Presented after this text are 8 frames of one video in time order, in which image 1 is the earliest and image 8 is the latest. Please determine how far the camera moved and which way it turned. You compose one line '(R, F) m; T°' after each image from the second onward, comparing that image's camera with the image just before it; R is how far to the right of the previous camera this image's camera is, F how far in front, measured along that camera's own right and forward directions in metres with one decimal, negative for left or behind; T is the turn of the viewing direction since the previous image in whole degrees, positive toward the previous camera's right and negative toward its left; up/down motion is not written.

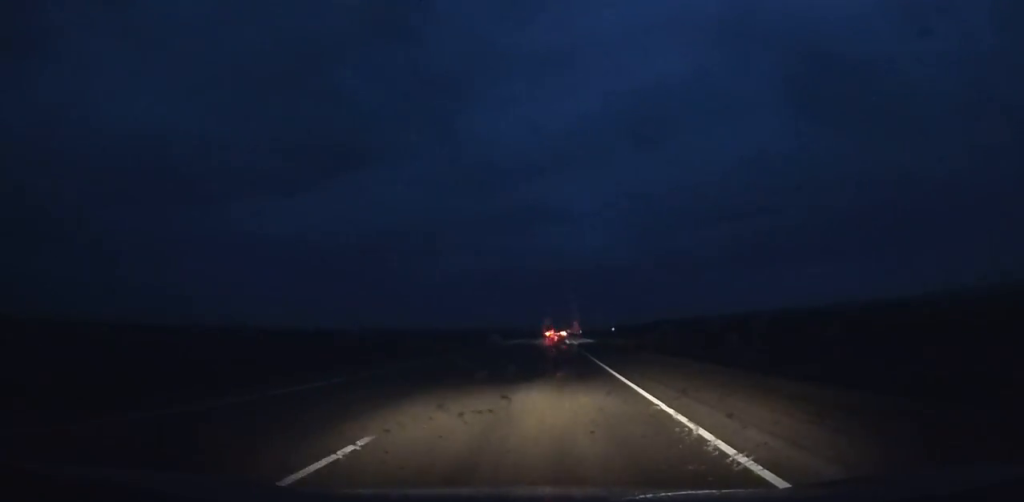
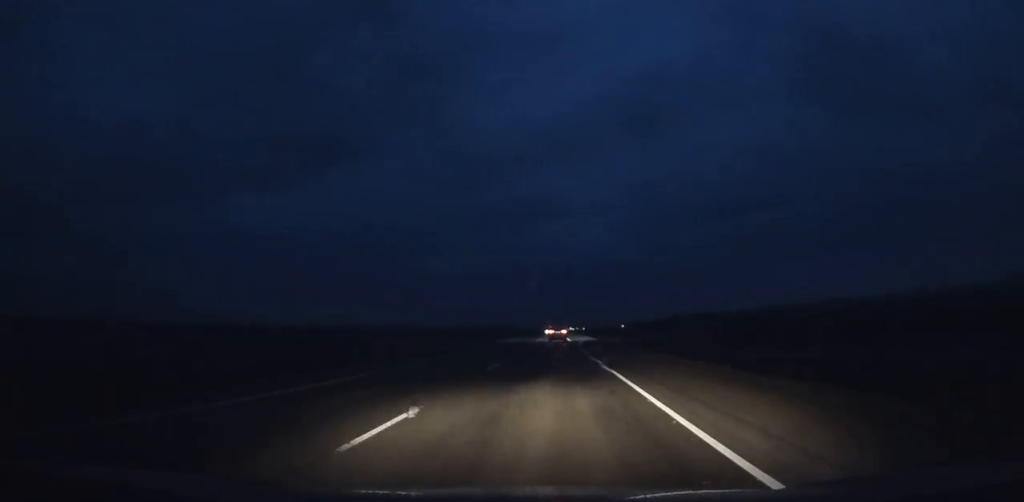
(+0.1, +141.2) m; 0°
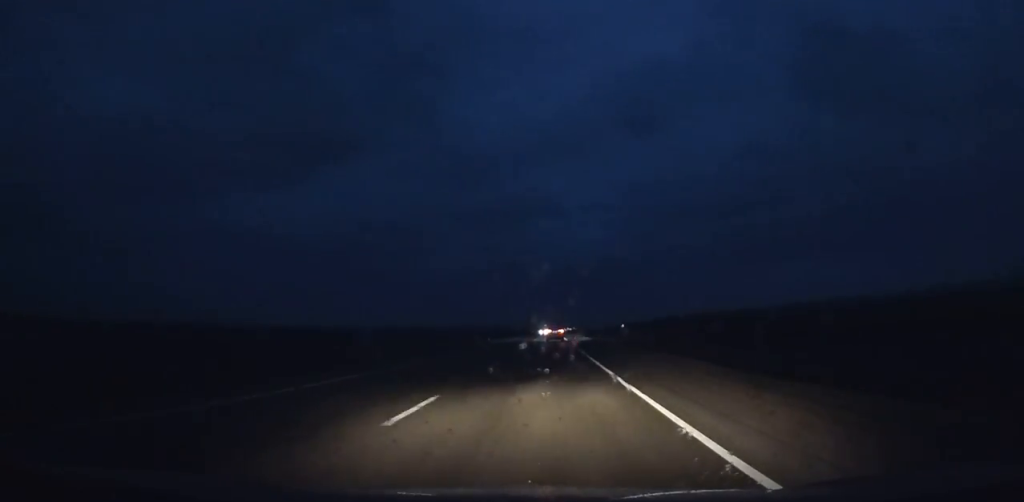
(0.0, +45.2) m; 0°
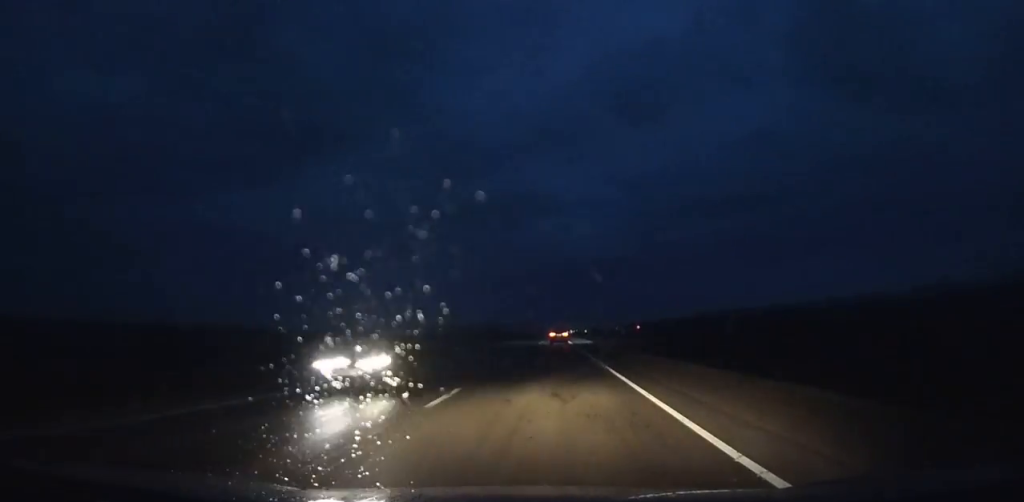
(-0.3, +166.9) m; 0°
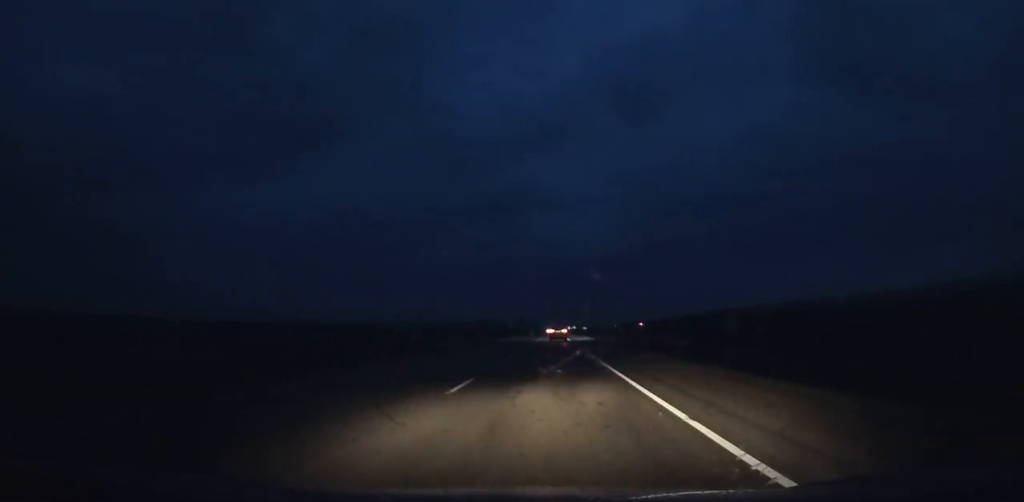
(-0.1, +45.8) m; 0°
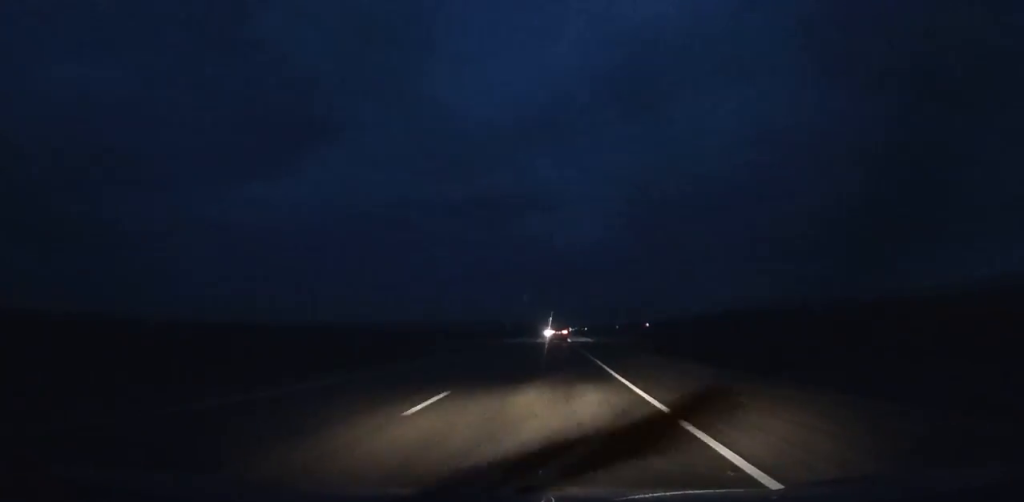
(-0.1, +51.3) m; 0°
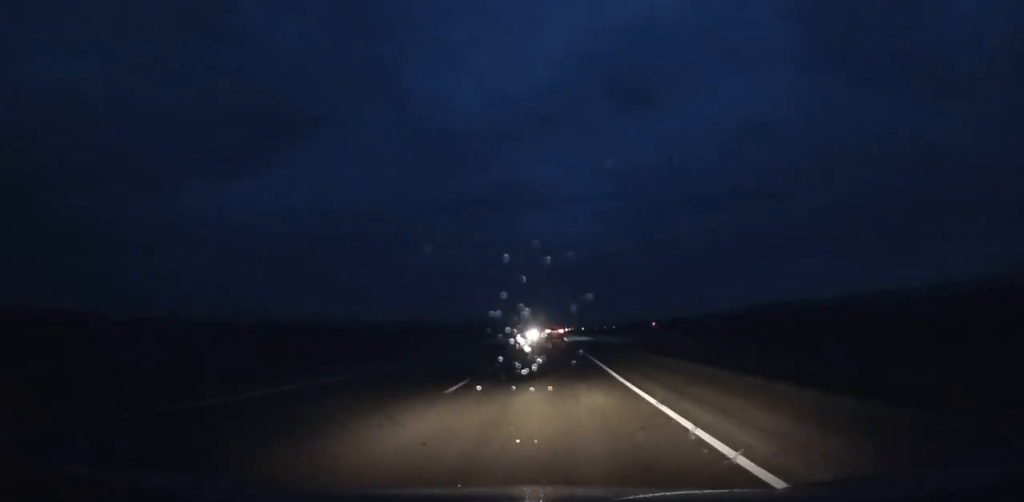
(+0.1, +81.0) m; 0°
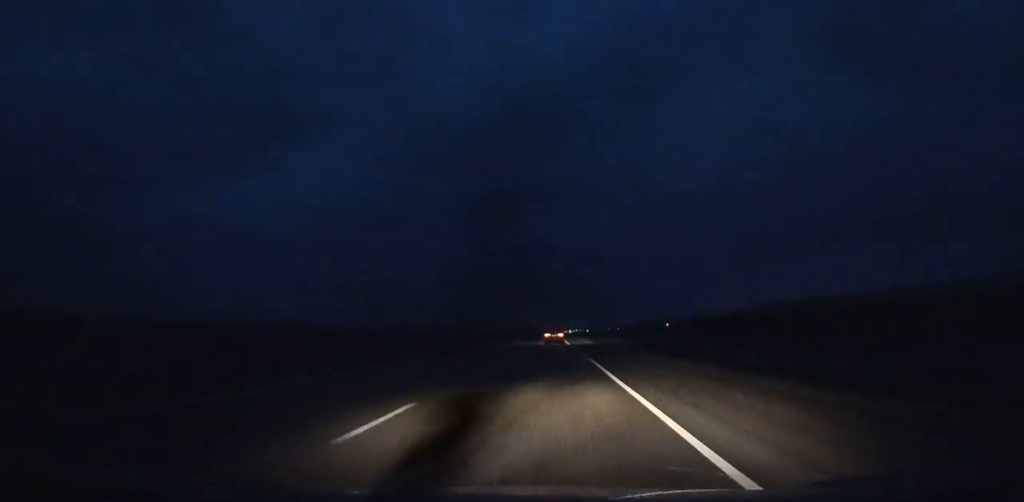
(+0.2, +65.0) m; 0°
